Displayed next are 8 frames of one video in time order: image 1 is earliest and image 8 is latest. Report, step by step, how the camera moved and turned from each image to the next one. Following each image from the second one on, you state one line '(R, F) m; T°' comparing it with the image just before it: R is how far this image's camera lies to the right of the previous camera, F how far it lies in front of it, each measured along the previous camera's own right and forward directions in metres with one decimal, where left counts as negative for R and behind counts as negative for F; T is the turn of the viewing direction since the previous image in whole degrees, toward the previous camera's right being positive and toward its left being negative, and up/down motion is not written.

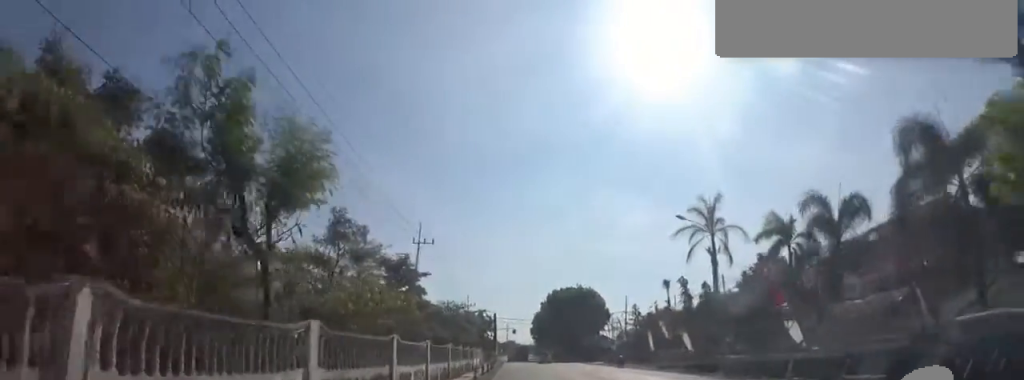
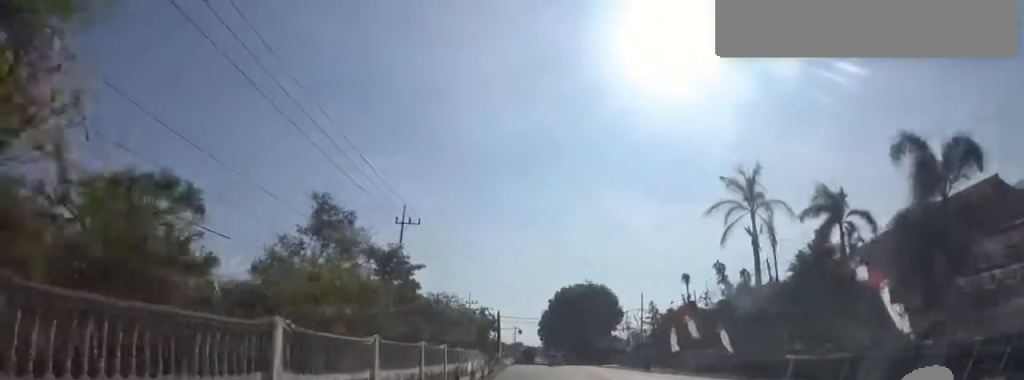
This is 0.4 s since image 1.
(0.0, +6.5) m; 0°
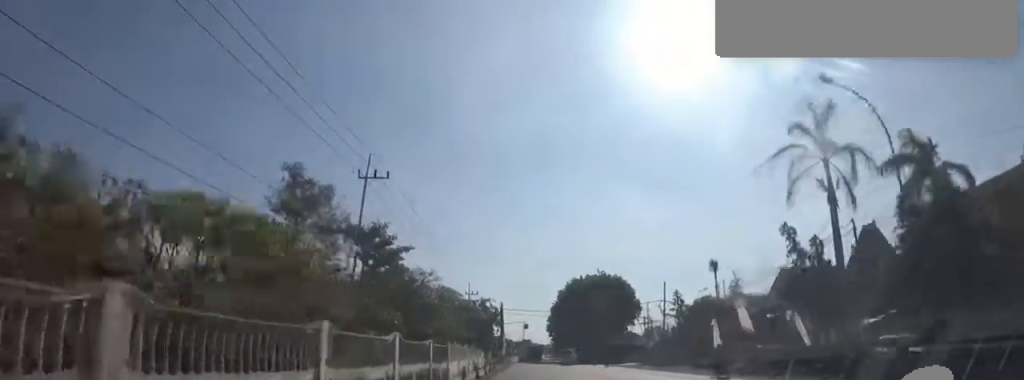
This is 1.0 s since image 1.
(0.0, +8.4) m; -2°
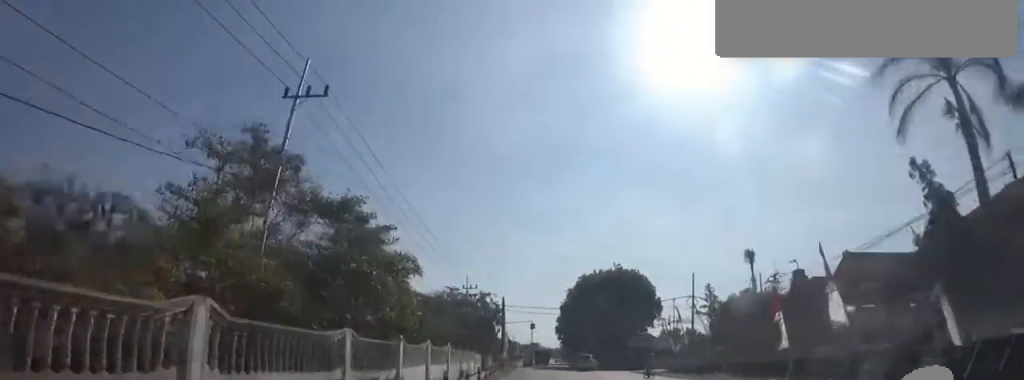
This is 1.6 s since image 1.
(+0.3, +8.8) m; -4°
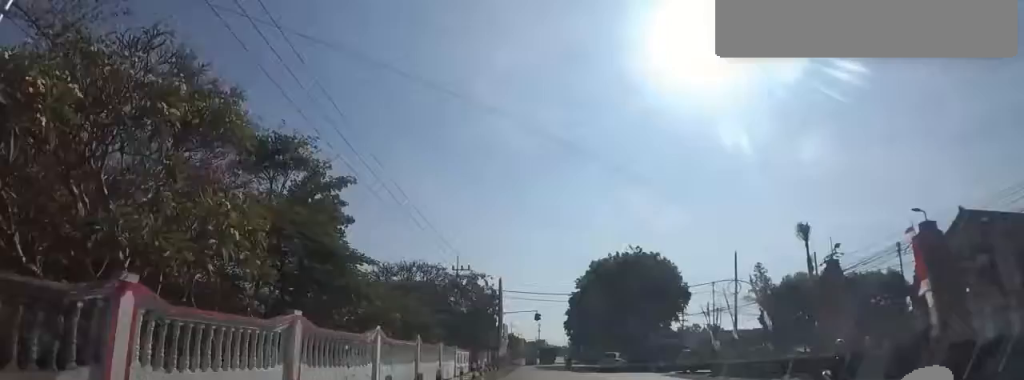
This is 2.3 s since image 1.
(-1.0, +9.9) m; -1°
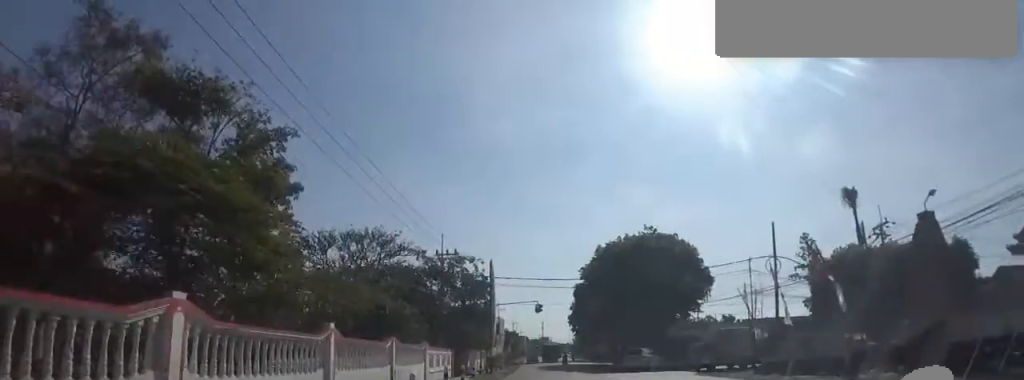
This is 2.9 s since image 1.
(-0.3, +7.2) m; 0°
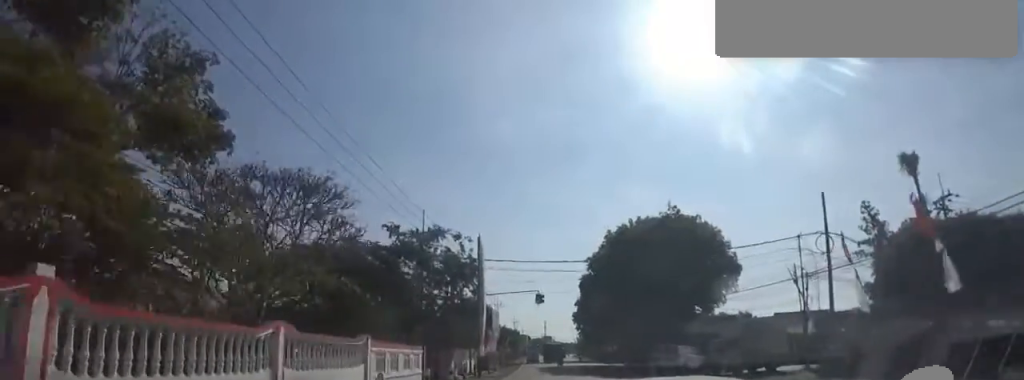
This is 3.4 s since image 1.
(+0.8, +6.8) m; 0°
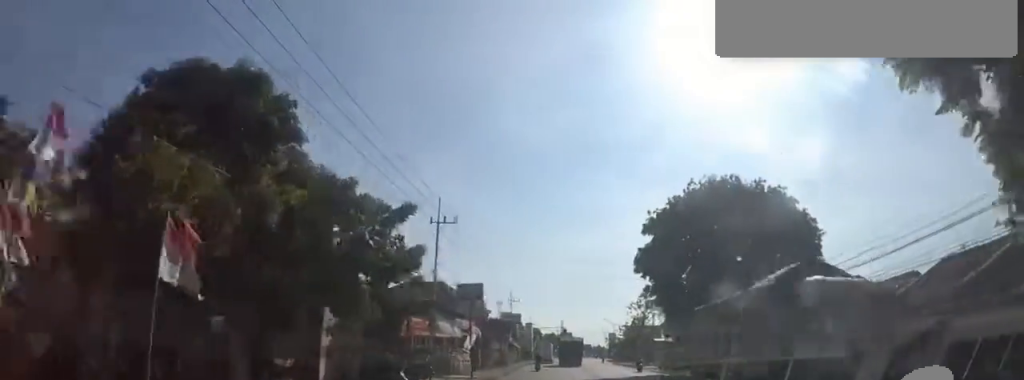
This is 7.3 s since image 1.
(+0.9, +54.9) m; -1°
